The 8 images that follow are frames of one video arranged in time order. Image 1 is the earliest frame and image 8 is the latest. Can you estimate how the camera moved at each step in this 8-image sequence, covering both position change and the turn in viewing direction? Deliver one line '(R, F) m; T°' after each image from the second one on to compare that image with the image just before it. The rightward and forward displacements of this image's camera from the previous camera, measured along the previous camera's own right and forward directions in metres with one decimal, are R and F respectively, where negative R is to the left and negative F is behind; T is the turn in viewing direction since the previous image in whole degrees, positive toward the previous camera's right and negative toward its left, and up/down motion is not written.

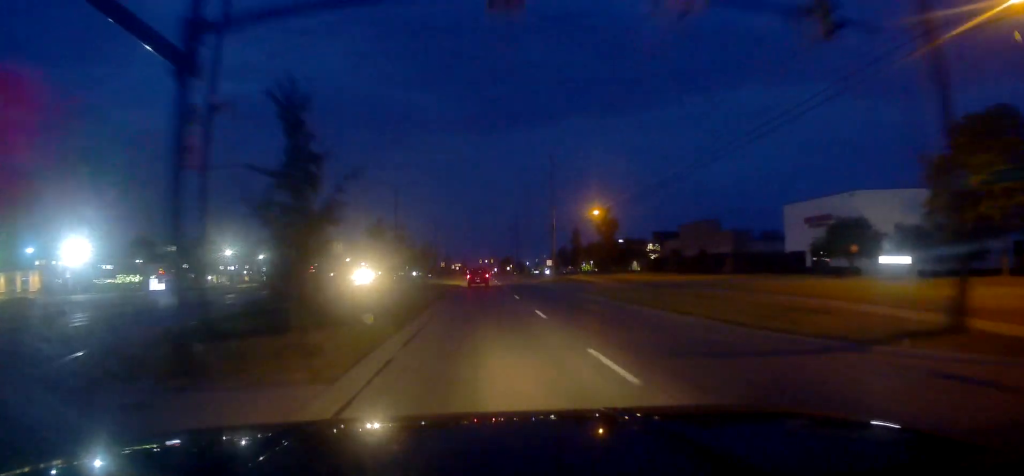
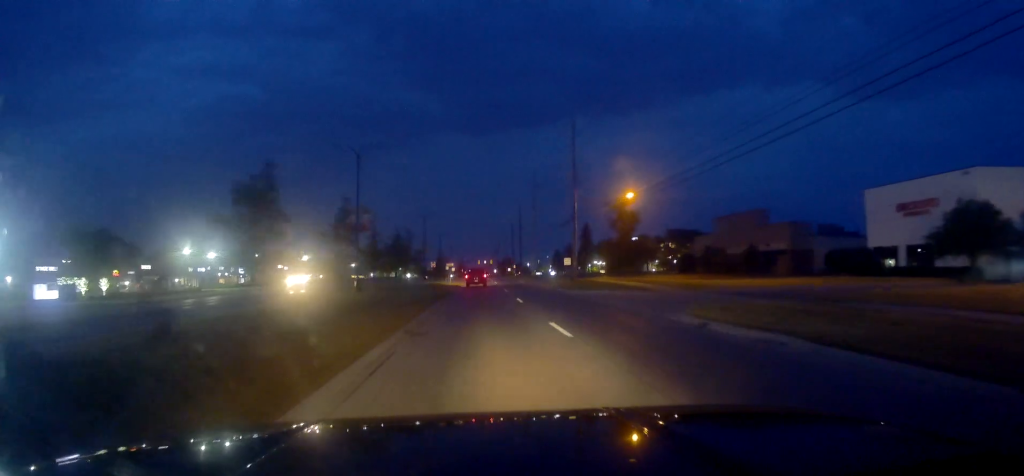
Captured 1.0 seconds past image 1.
(-0.8, +19.4) m; 0°
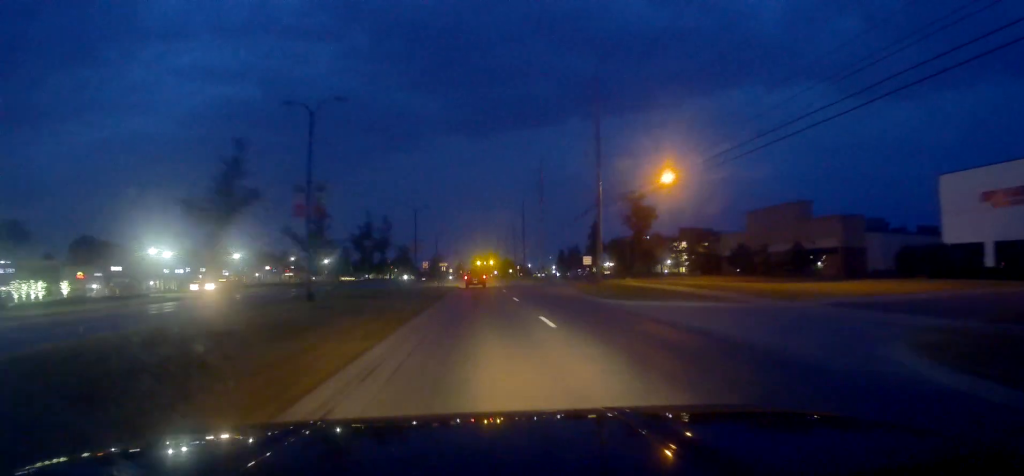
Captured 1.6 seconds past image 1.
(+0.5, +12.8) m; +1°
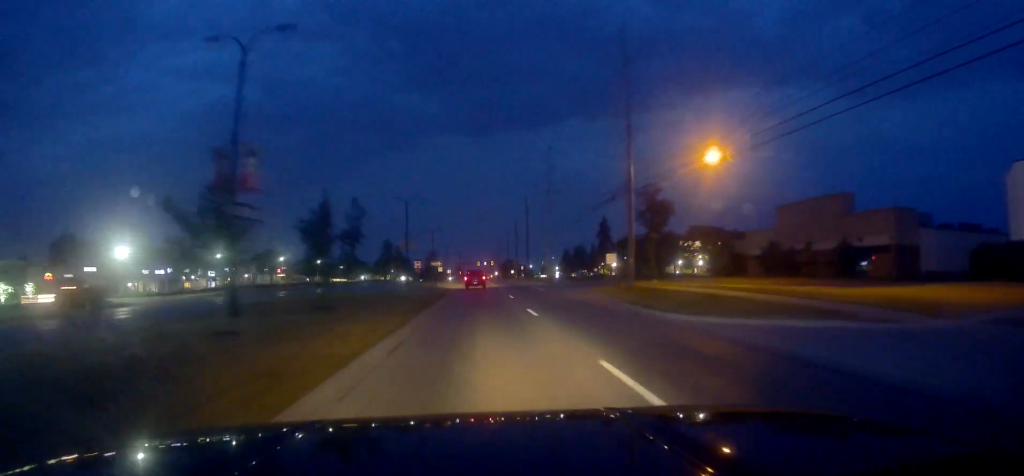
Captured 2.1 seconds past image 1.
(+0.2, +10.1) m; 0°
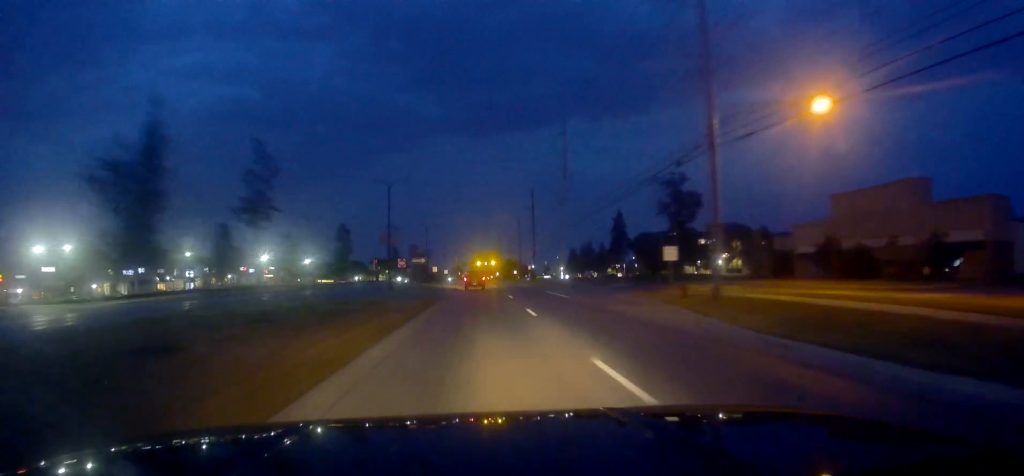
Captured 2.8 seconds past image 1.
(-0.3, +14.3) m; 0°
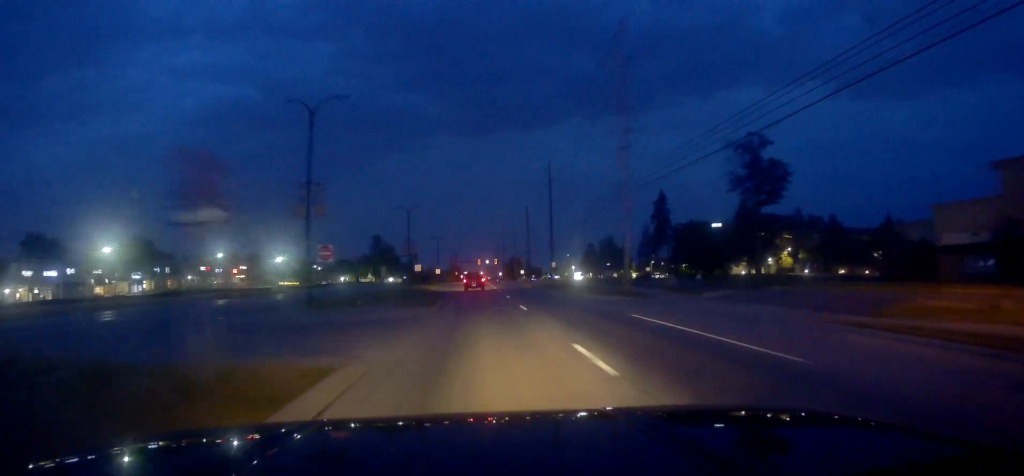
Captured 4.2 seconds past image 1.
(+0.1, +28.0) m; -1°
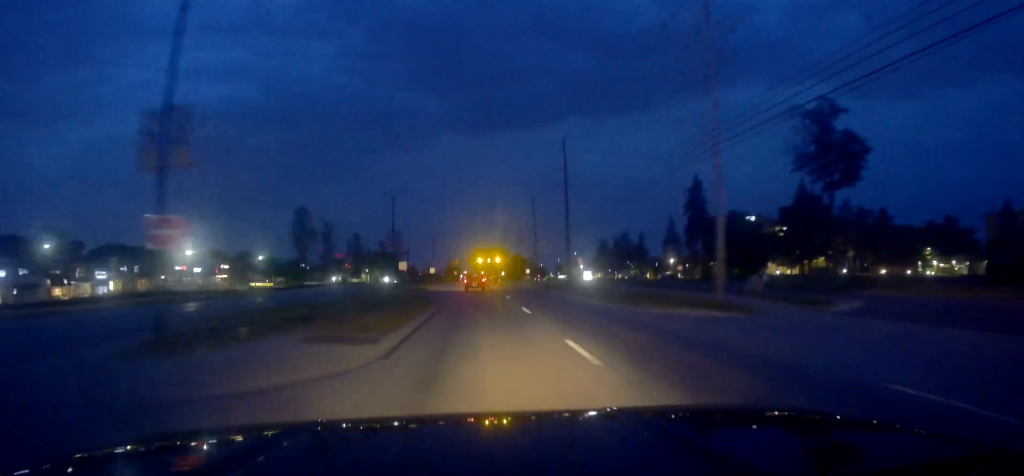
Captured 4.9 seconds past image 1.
(-0.6, +15.0) m; 0°
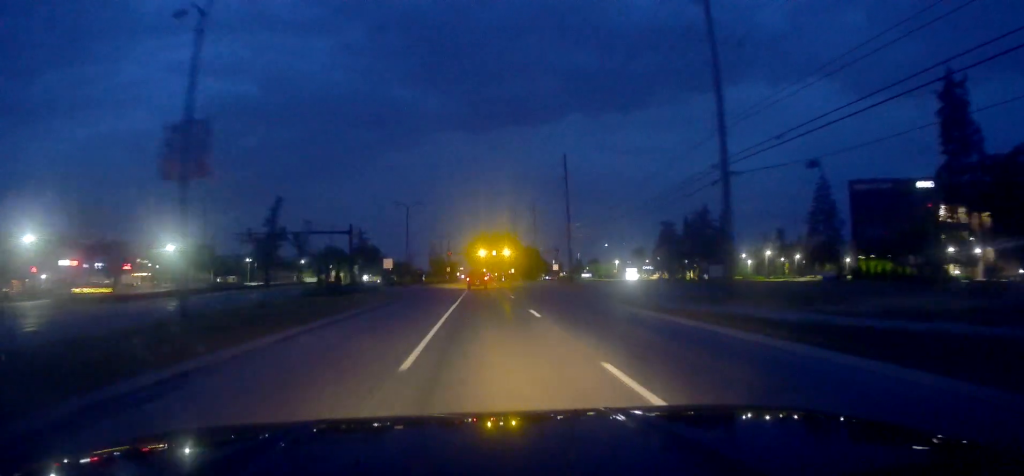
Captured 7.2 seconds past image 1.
(+0.2, +47.5) m; 0°
